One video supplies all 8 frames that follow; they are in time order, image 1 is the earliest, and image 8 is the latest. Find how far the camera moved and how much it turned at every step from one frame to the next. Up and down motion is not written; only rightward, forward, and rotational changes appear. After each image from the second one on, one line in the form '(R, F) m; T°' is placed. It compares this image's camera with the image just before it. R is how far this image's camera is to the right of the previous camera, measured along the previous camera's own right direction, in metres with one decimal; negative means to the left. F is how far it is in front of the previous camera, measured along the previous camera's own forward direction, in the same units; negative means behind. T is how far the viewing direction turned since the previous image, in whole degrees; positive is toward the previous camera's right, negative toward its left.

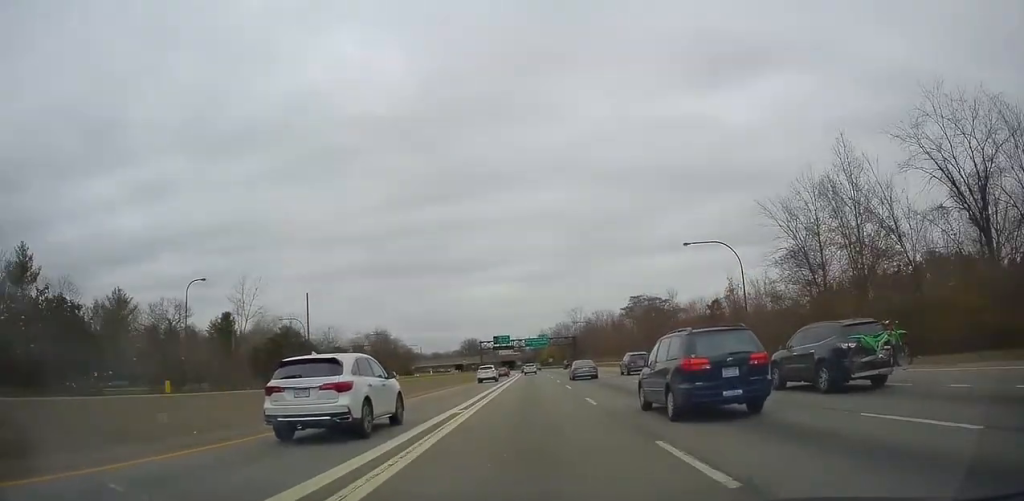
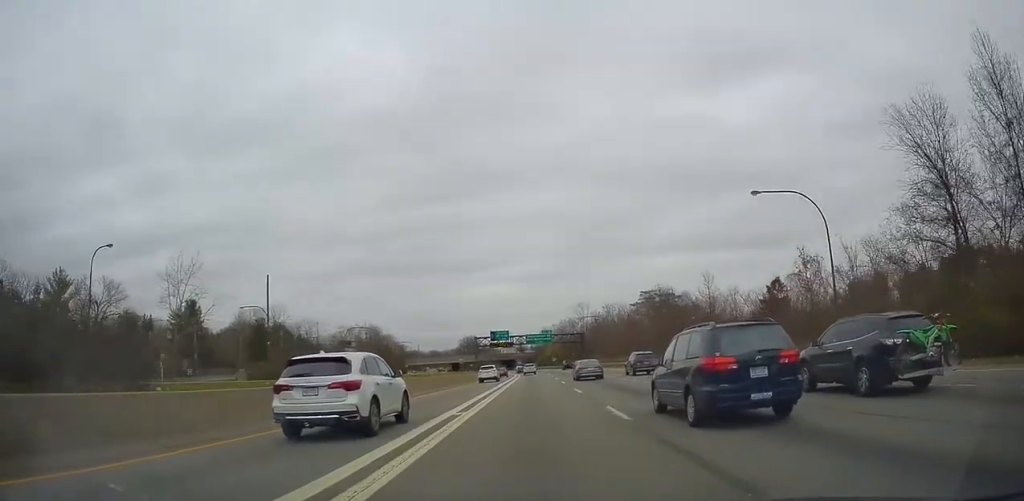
(-0.1, +17.2) m; 0°
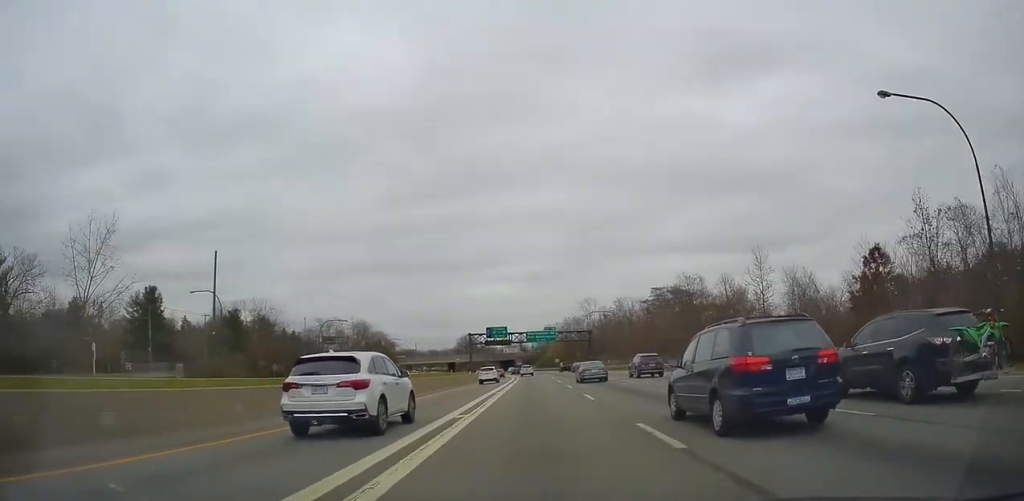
(+0.3, +16.2) m; 0°
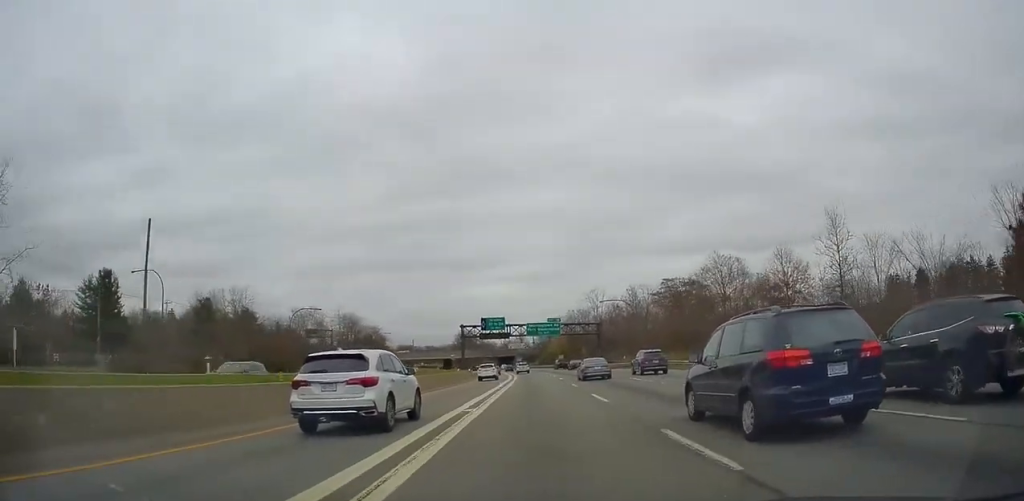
(+0.1, +14.7) m; 0°
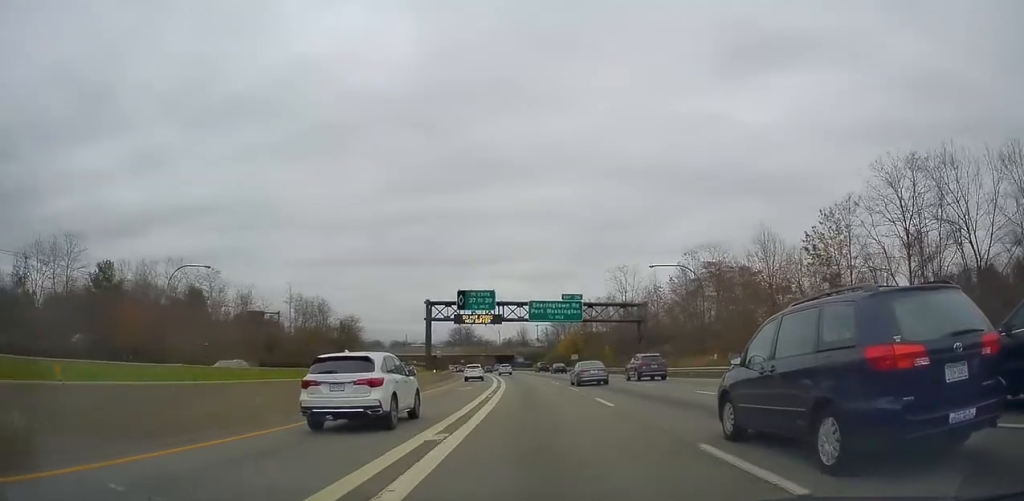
(-0.2, +38.1) m; 0°
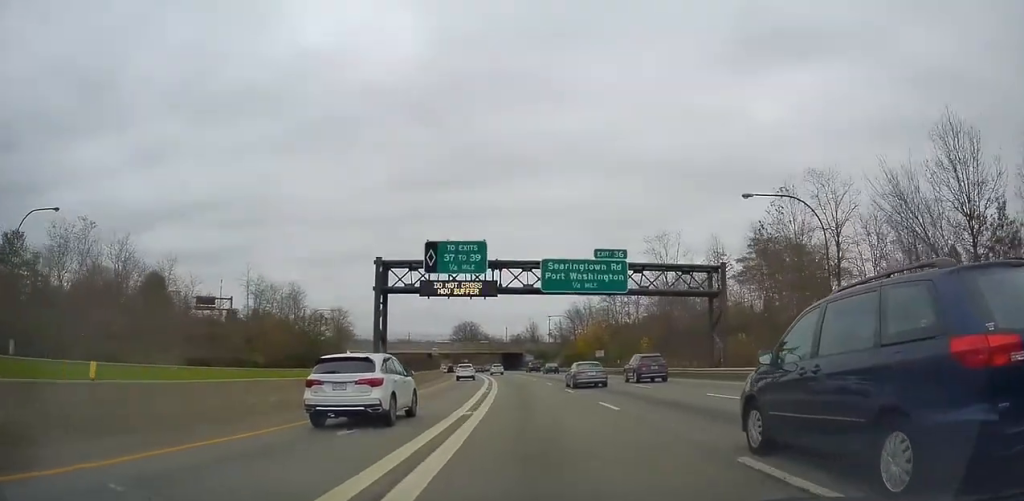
(0.0, +25.6) m; -1°
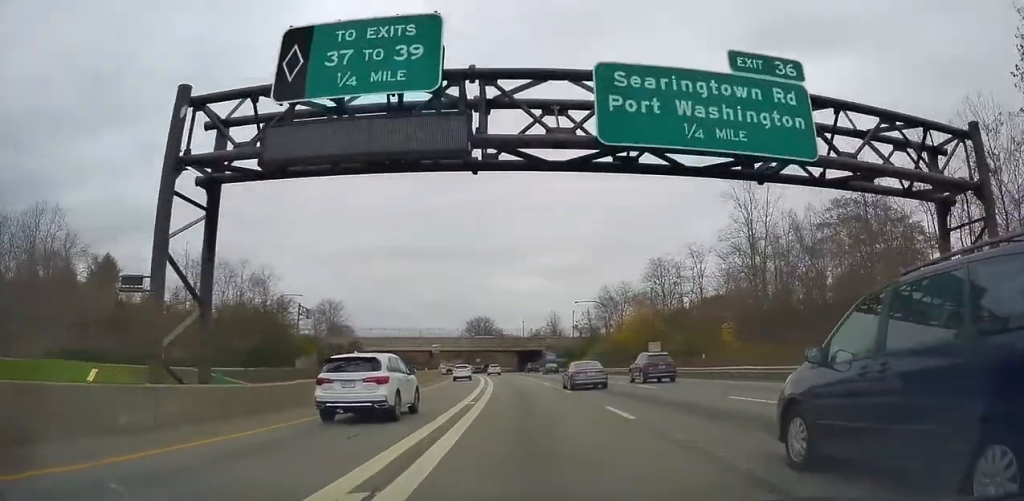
(-0.3, +27.4) m; -1°
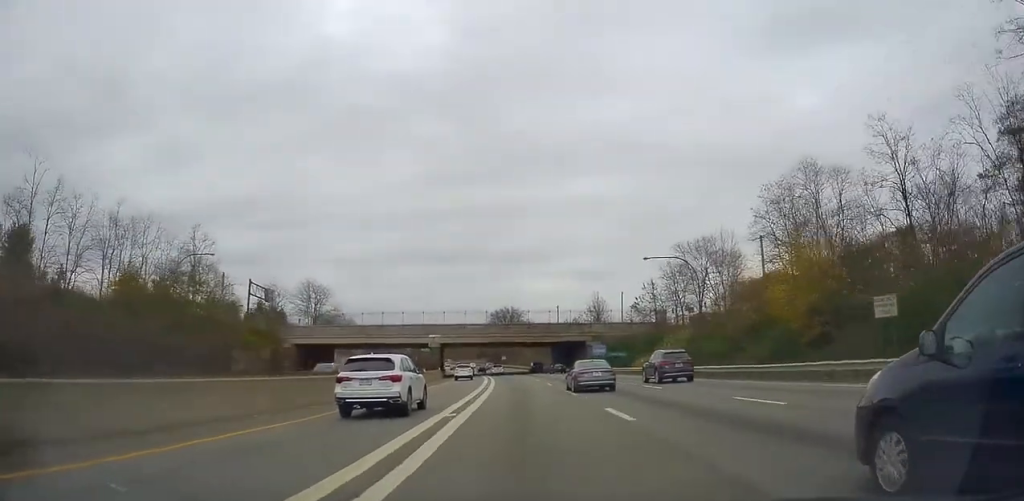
(-0.1, +37.5) m; -2°
